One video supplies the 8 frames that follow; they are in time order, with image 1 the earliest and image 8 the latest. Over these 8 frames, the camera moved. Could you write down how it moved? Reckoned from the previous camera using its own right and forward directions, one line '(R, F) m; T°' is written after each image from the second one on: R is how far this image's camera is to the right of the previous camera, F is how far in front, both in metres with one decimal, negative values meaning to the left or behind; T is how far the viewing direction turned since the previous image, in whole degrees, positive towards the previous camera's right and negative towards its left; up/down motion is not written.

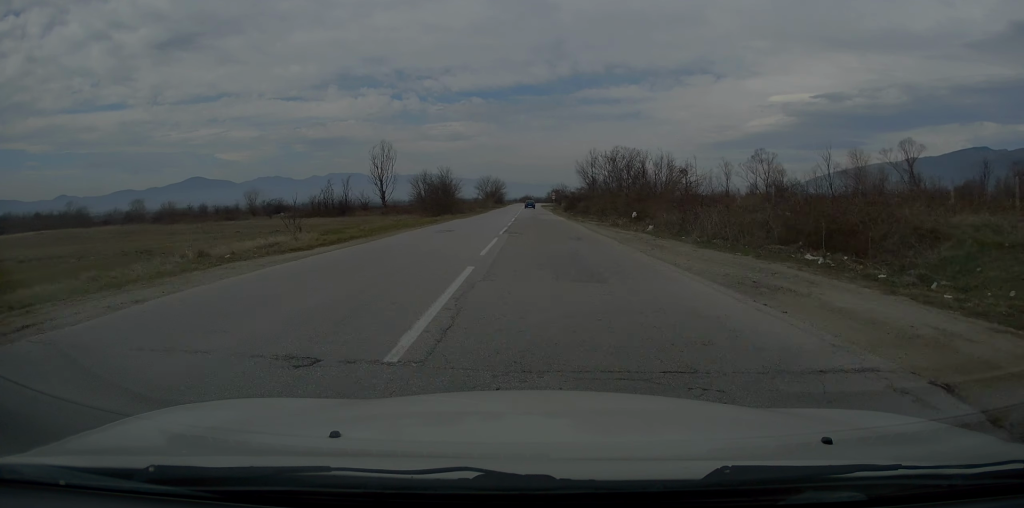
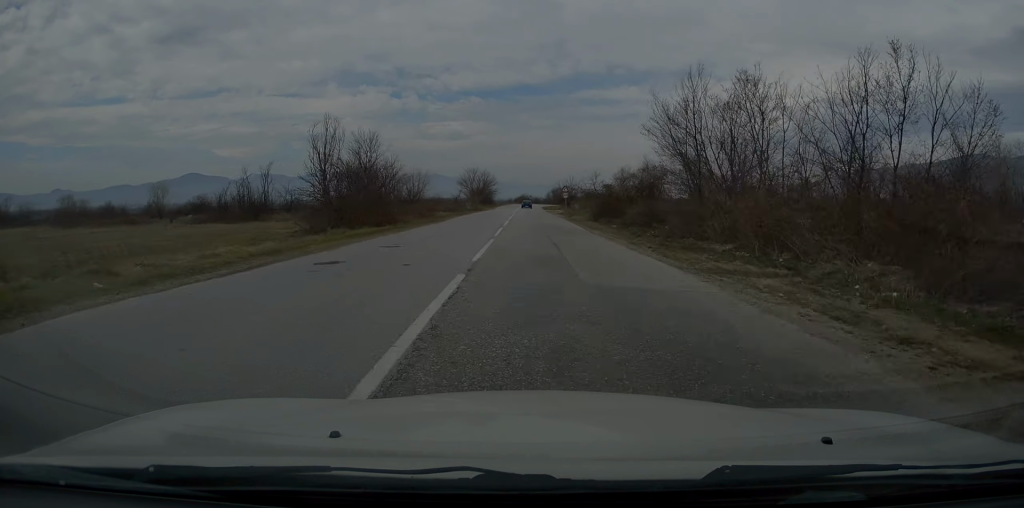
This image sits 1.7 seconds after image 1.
(+0.2, +37.3) m; -1°
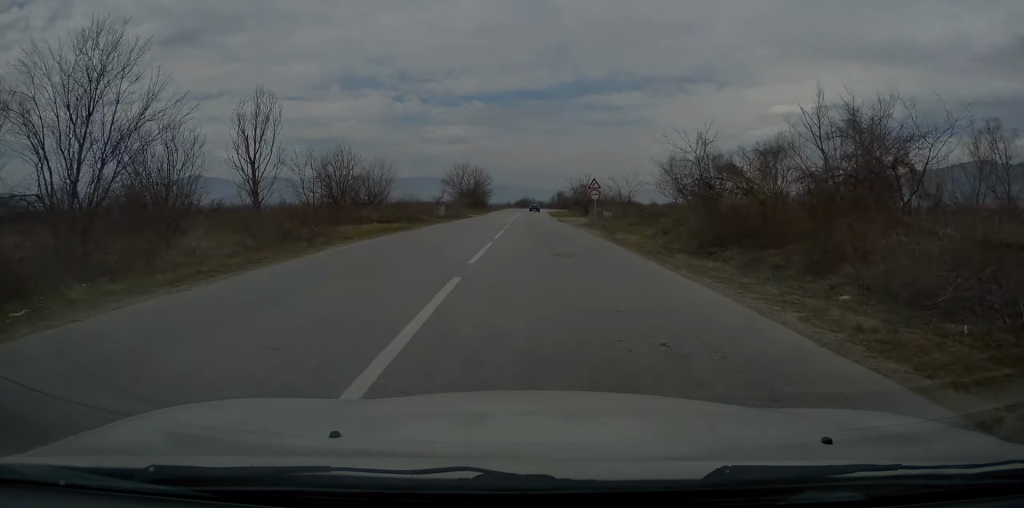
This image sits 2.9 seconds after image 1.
(-0.2, +26.9) m; 0°
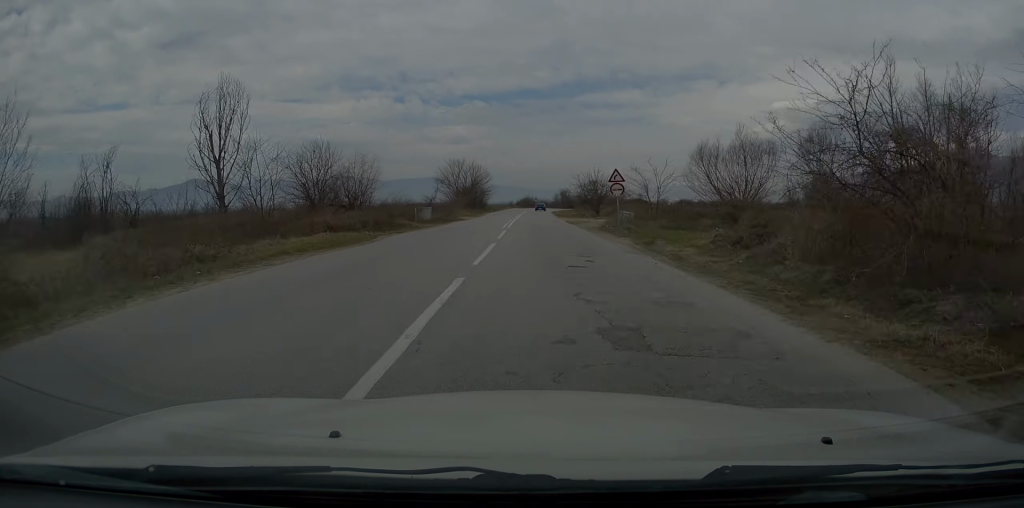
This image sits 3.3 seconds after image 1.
(+0.1, +9.0) m; 0°
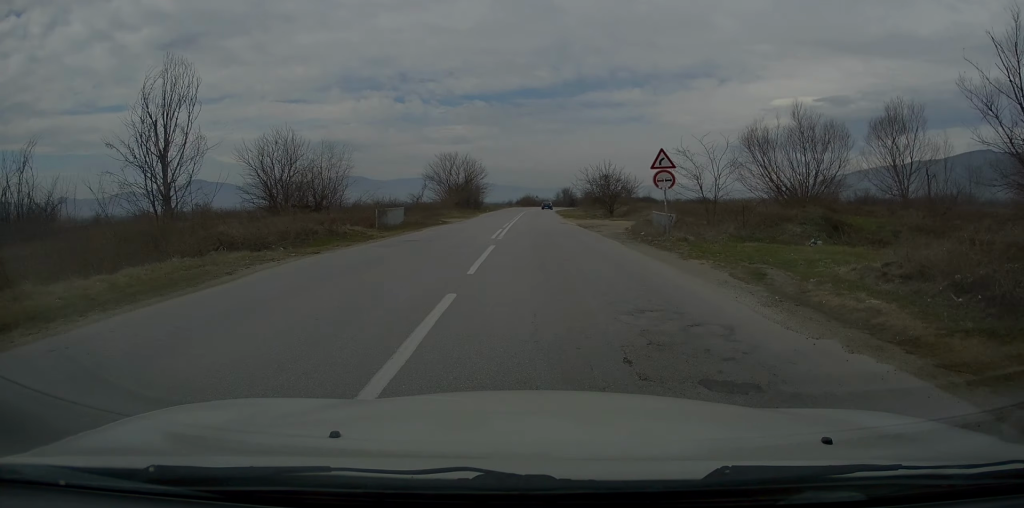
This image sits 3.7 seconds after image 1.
(0.0, +10.5) m; 0°
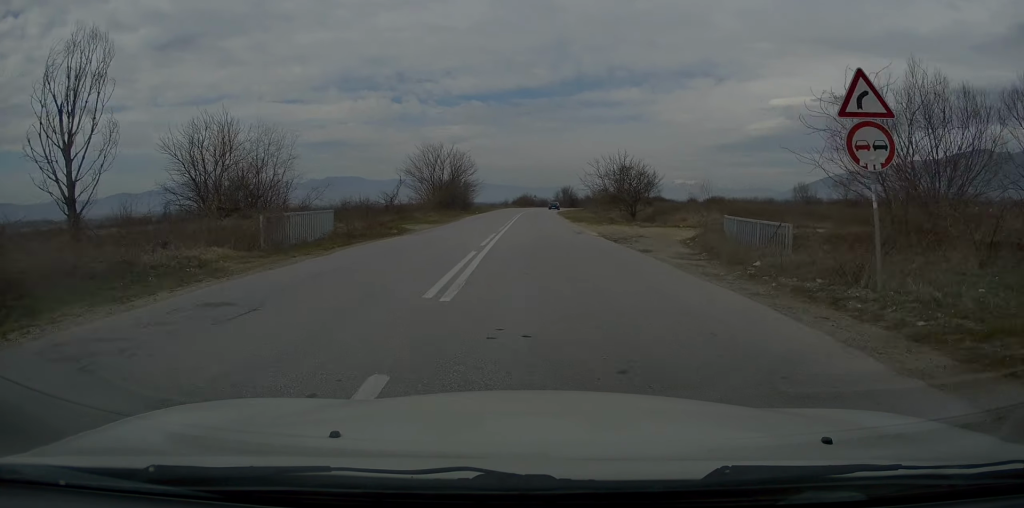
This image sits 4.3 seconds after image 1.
(+0.1, +12.7) m; -1°
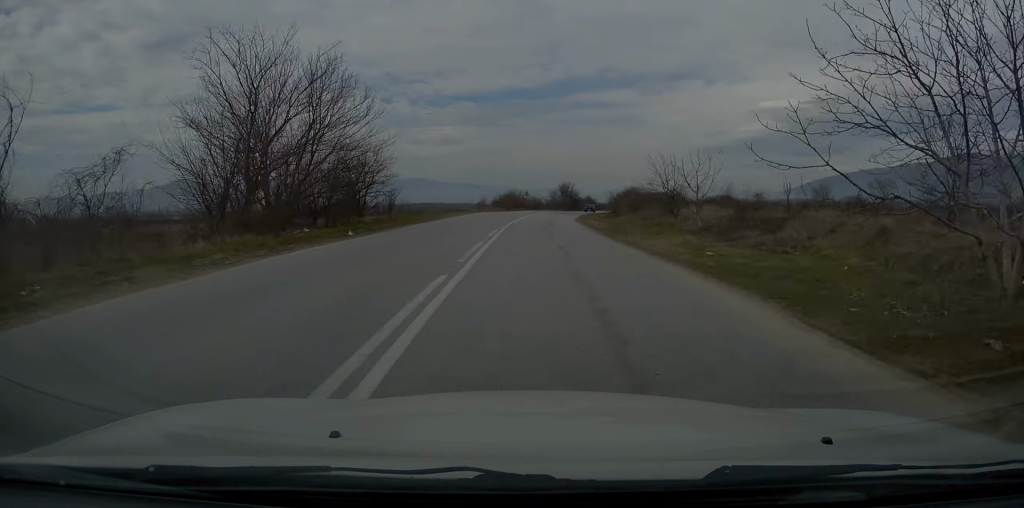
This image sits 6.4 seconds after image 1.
(0.0, +47.0) m; +2°
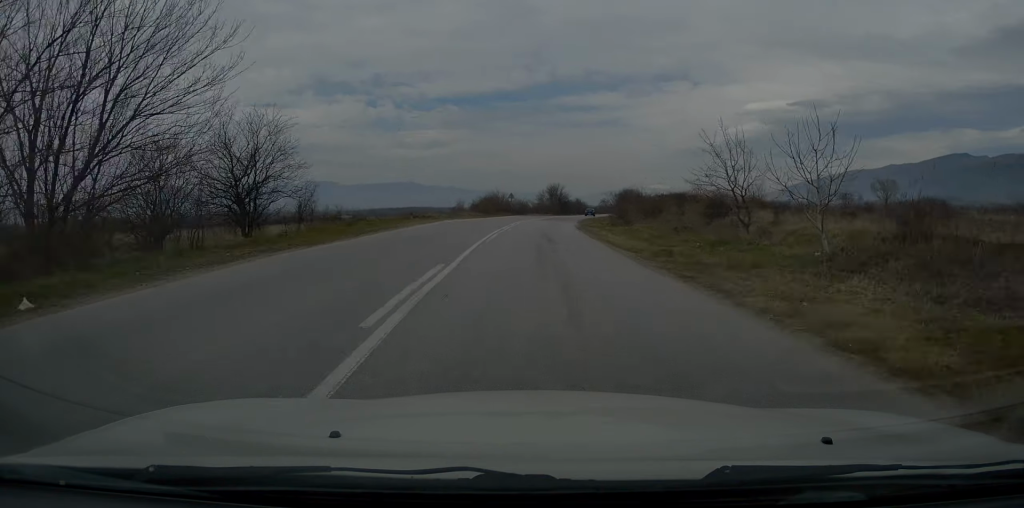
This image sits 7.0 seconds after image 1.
(+0.2, +14.1) m; +1°
